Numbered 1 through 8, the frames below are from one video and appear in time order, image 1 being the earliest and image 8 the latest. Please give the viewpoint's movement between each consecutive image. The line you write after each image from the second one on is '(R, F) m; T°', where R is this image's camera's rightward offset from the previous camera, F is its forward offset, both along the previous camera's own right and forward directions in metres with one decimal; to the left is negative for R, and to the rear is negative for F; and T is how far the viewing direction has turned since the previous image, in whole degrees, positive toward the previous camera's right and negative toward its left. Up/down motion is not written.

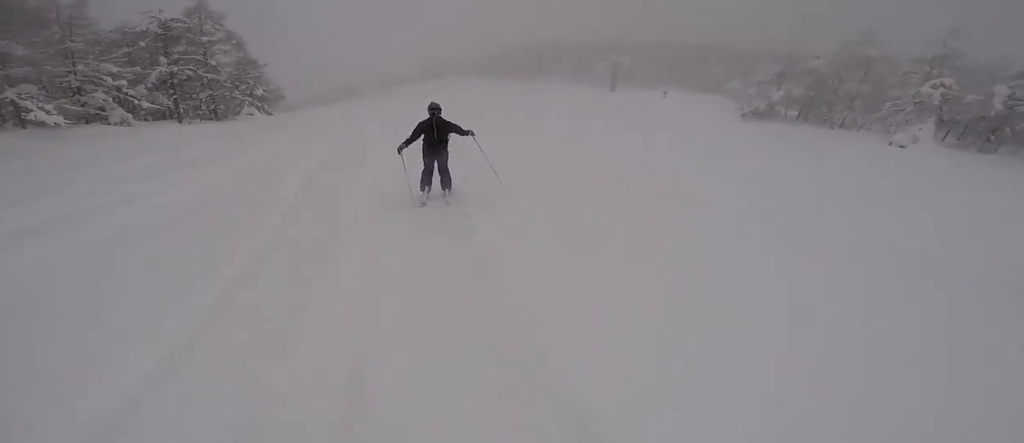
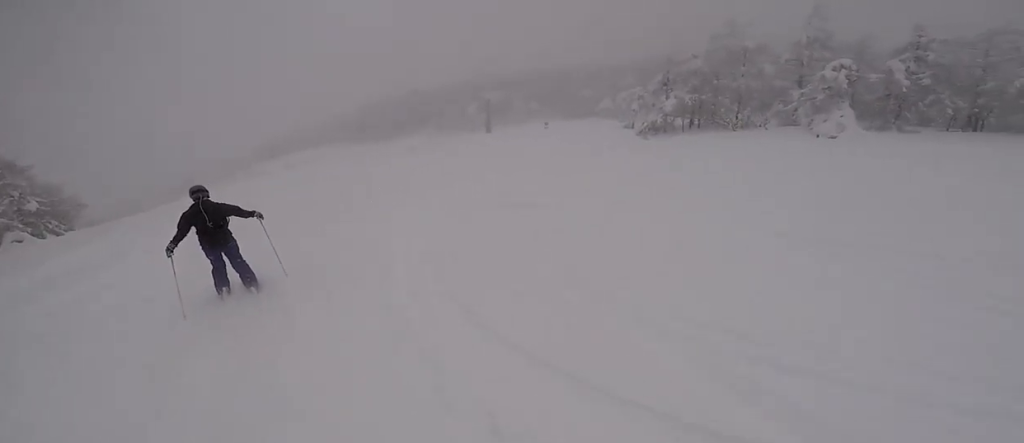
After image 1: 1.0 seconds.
(-0.2, +9.3) m; -4°
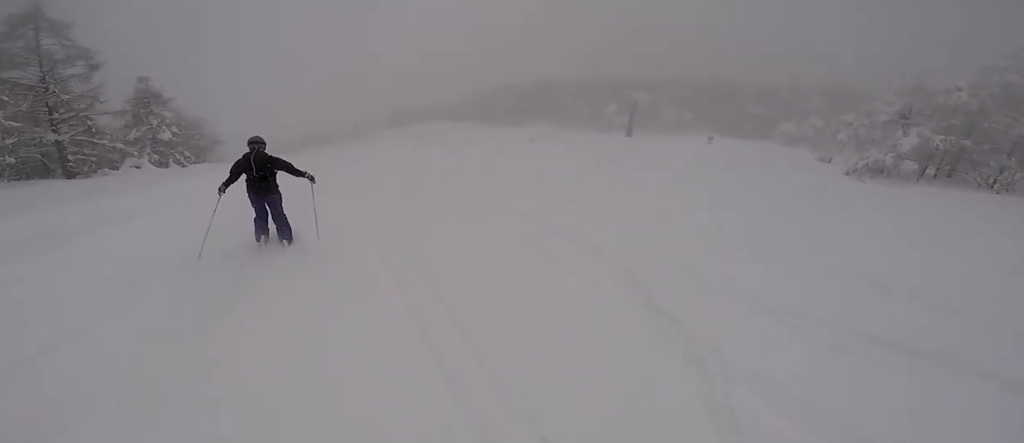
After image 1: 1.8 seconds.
(+0.1, +7.2) m; -6°
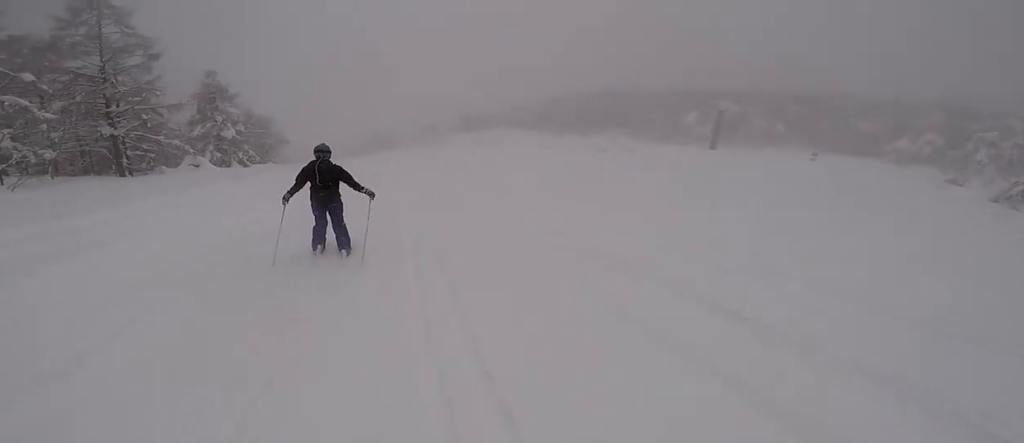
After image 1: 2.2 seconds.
(-0.6, +3.9) m; -4°
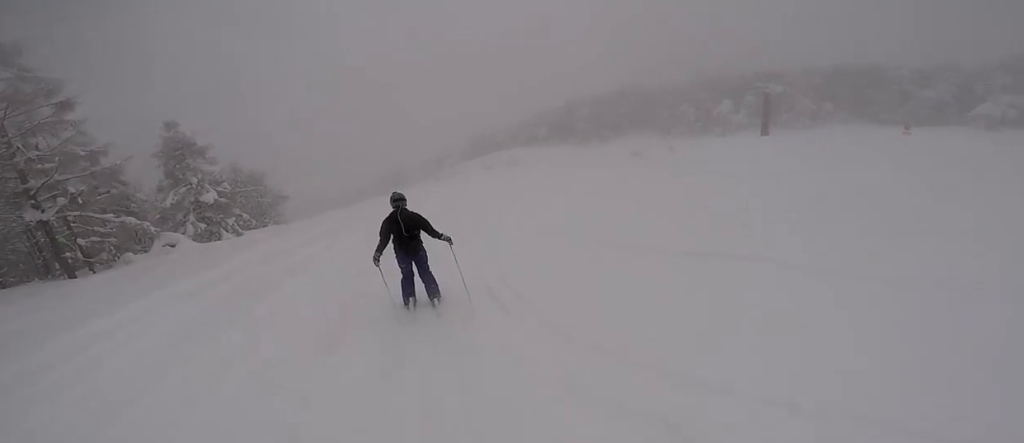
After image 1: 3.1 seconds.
(-0.6, +7.7) m; 0°
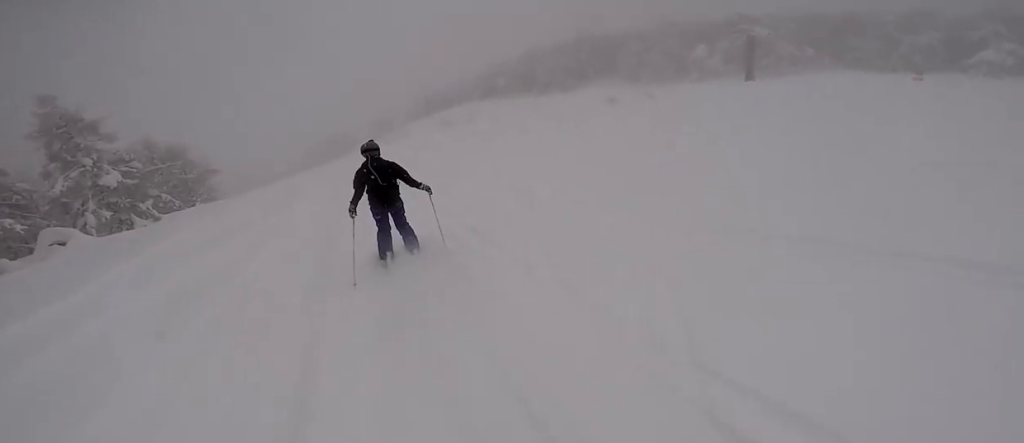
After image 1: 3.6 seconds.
(-0.3, +5.0) m; +6°
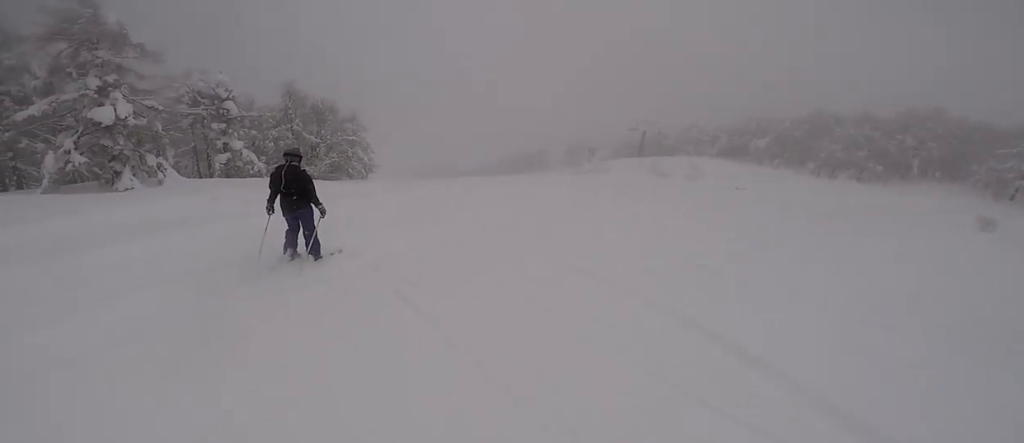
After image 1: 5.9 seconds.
(-0.3, +18.1) m; -13°
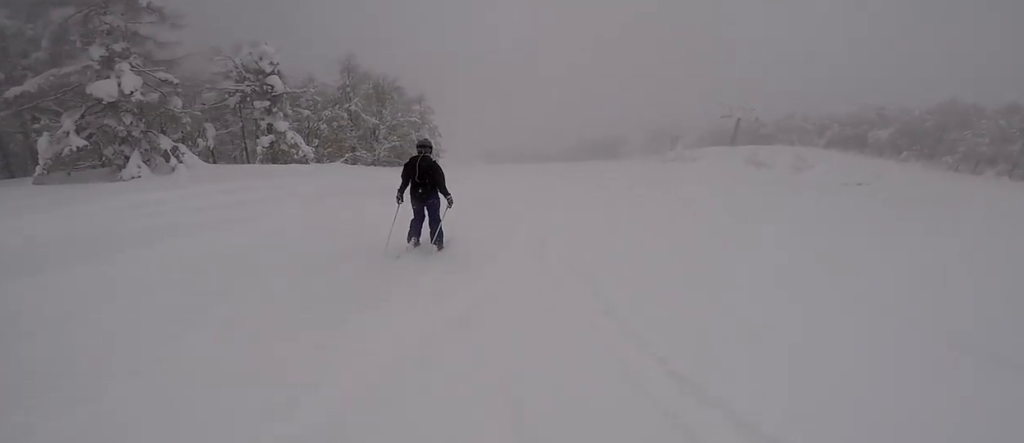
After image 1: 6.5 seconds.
(+0.2, +5.1) m; -7°
